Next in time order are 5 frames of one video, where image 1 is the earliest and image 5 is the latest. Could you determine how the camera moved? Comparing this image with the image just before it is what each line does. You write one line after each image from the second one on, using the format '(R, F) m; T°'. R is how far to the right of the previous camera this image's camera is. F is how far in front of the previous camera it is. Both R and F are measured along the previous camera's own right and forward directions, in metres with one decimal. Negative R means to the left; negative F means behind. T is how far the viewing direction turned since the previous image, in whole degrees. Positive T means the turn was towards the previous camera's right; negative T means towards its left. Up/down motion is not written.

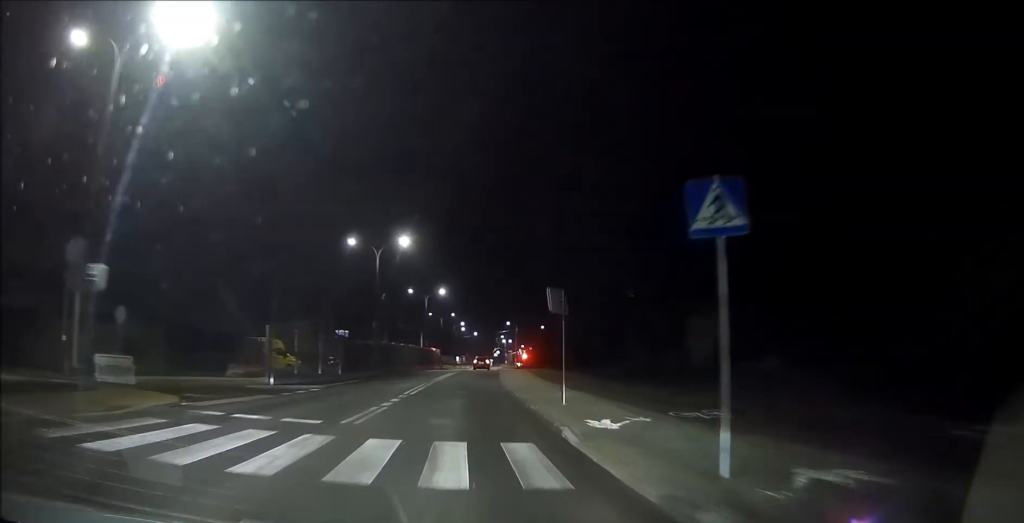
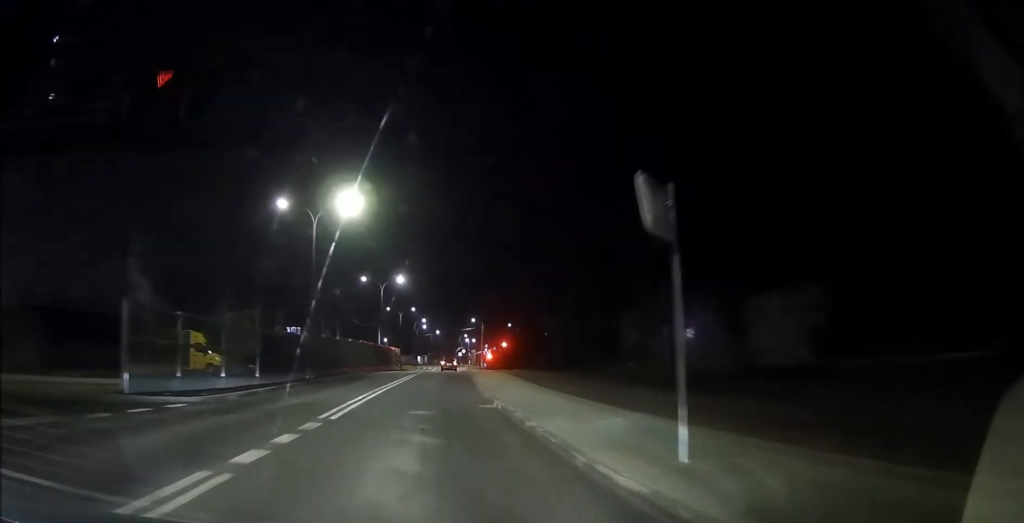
(+0.4, +11.3) m; +4°
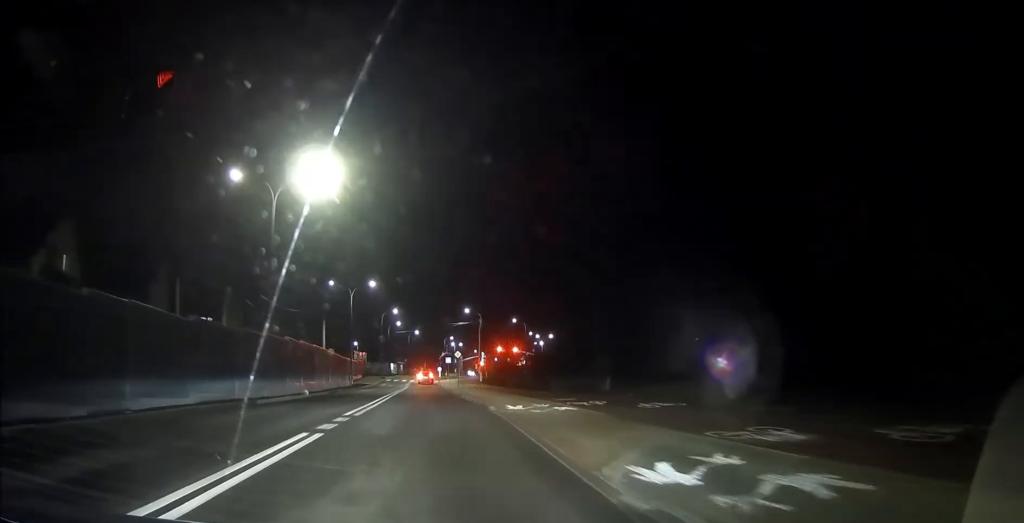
(+1.3, +41.3) m; +3°
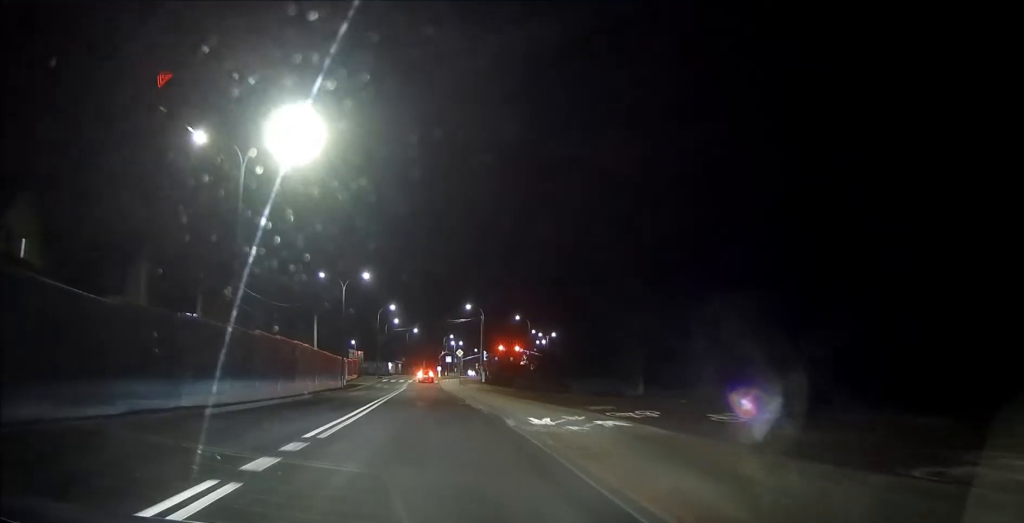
(0.0, +5.5) m; 0°
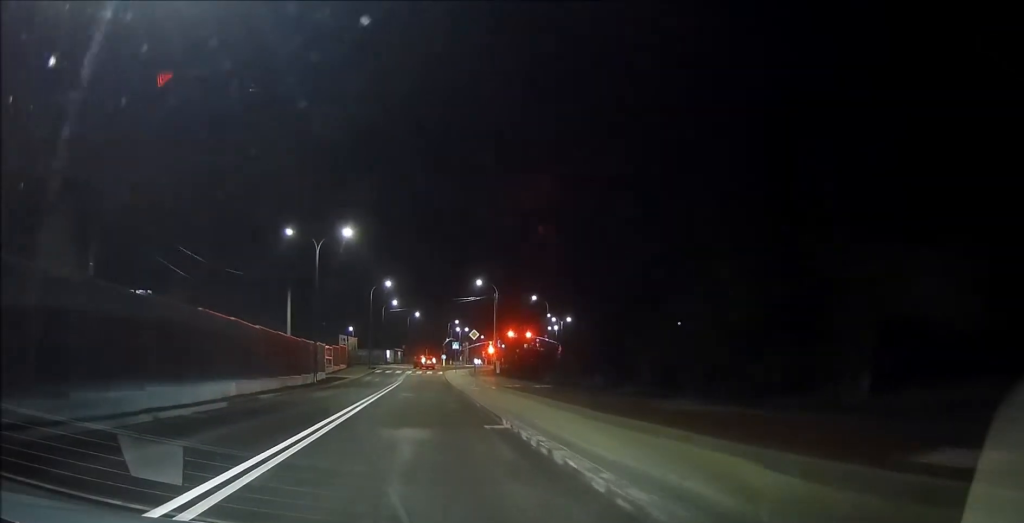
(0.0, +15.5) m; -1°
